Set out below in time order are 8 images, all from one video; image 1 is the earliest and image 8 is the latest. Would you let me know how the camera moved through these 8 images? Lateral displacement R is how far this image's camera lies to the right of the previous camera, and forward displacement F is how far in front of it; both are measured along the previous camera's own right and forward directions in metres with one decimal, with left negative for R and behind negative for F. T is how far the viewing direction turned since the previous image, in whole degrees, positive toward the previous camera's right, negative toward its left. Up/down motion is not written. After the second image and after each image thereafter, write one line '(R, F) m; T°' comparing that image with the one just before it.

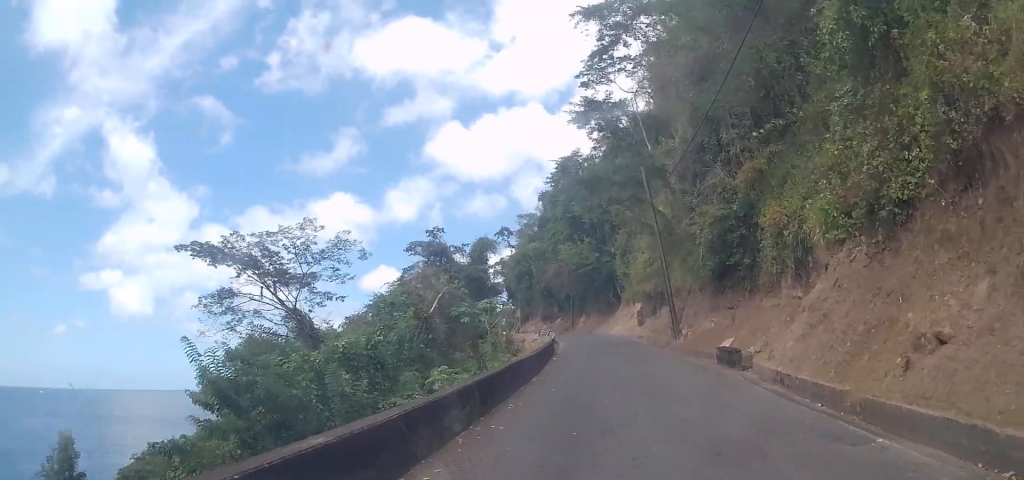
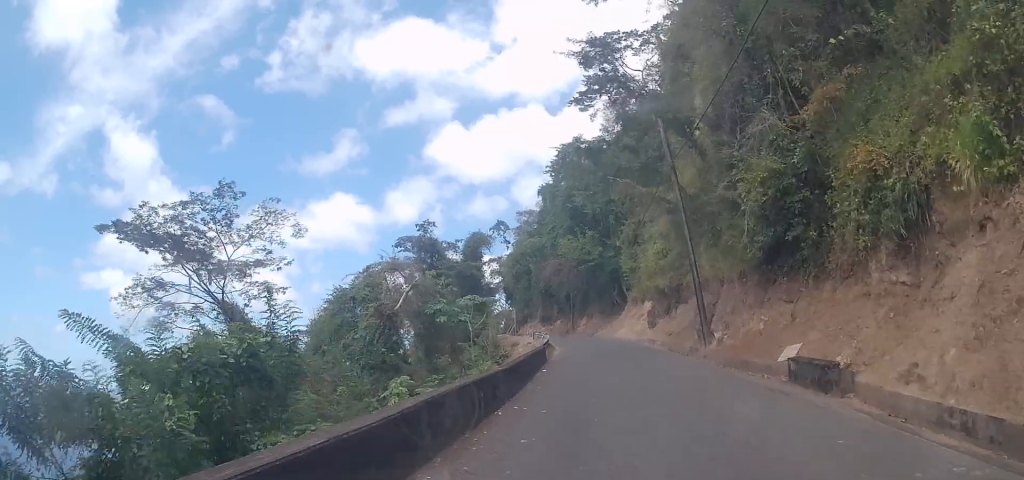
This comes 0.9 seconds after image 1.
(0.0, +7.3) m; -1°
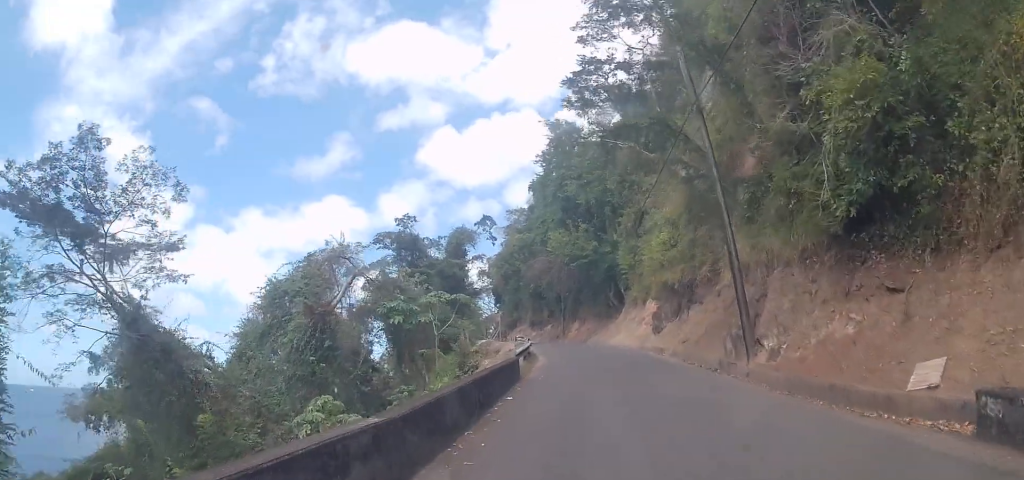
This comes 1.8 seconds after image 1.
(0.0, +7.3) m; -1°
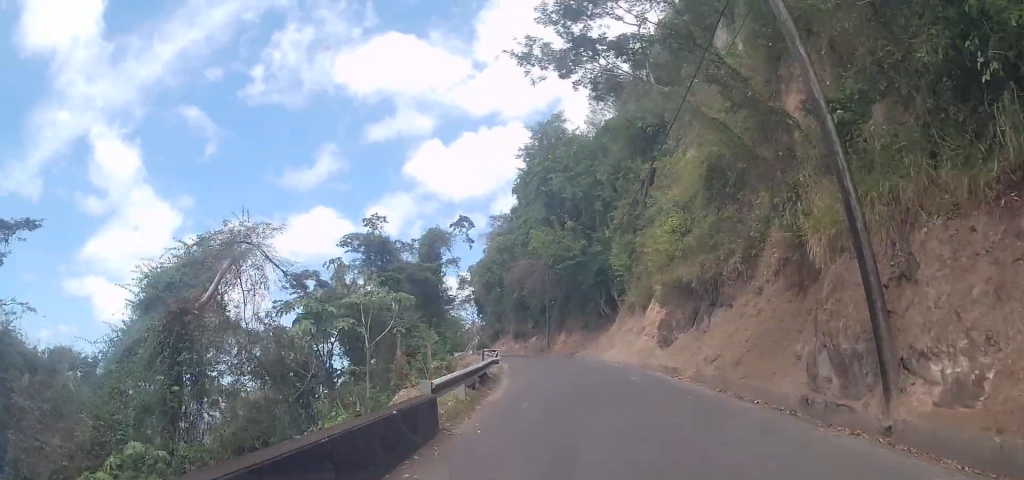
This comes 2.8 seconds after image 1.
(-0.2, +8.8) m; +3°
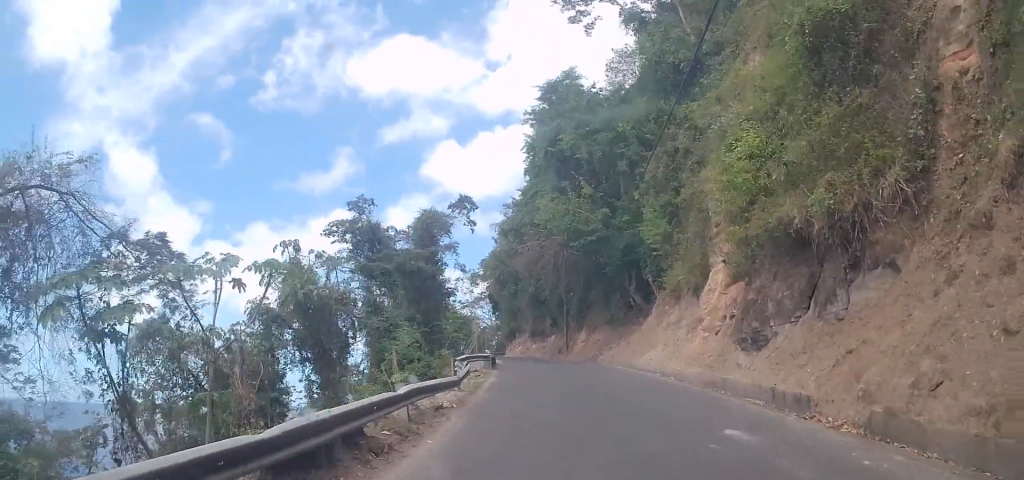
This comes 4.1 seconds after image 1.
(+1.2, +11.9) m; -1°
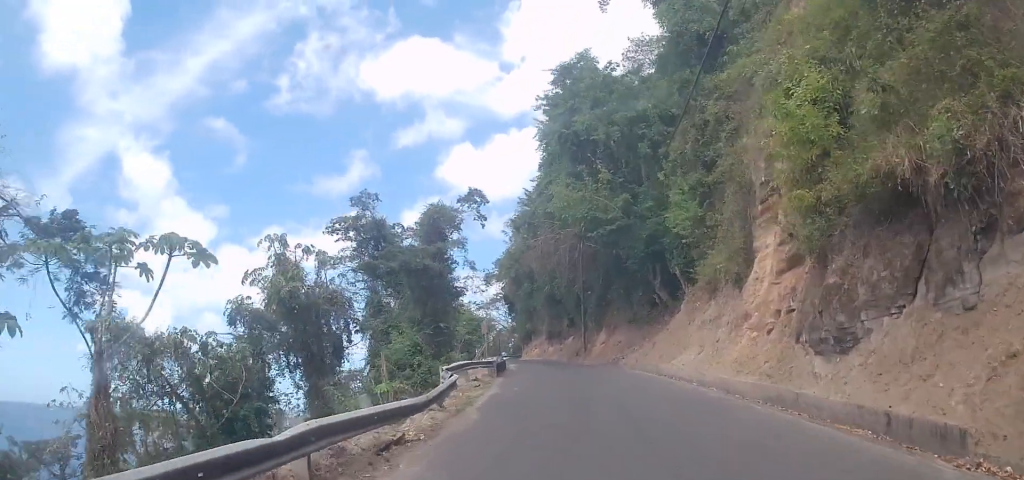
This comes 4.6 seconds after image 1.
(+0.1, +4.3) m; -5°
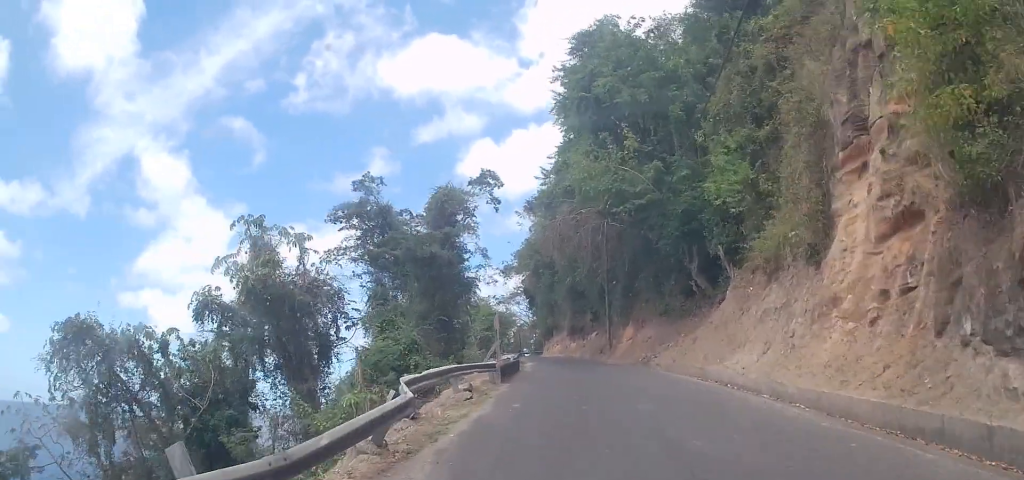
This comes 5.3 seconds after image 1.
(-1.2, +5.3) m; -6°
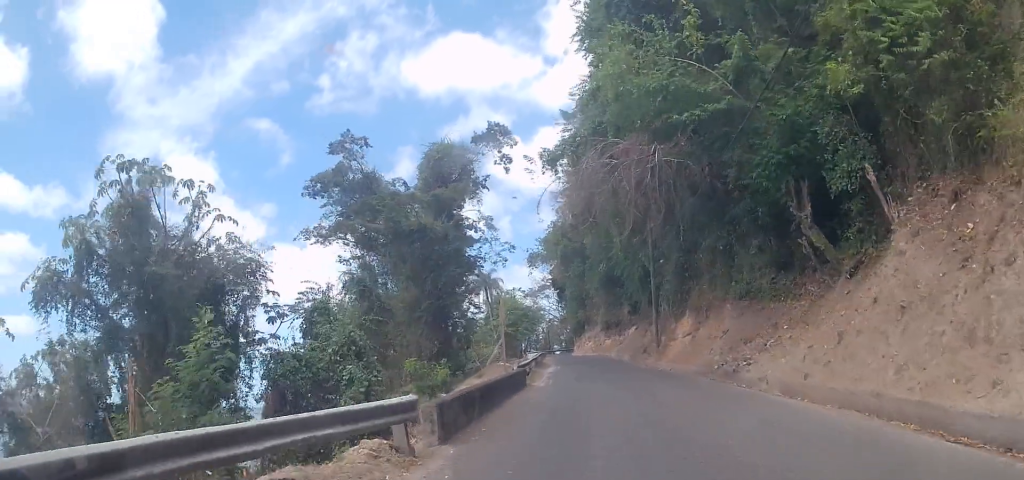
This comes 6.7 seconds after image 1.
(-0.2, +12.7) m; -3°
